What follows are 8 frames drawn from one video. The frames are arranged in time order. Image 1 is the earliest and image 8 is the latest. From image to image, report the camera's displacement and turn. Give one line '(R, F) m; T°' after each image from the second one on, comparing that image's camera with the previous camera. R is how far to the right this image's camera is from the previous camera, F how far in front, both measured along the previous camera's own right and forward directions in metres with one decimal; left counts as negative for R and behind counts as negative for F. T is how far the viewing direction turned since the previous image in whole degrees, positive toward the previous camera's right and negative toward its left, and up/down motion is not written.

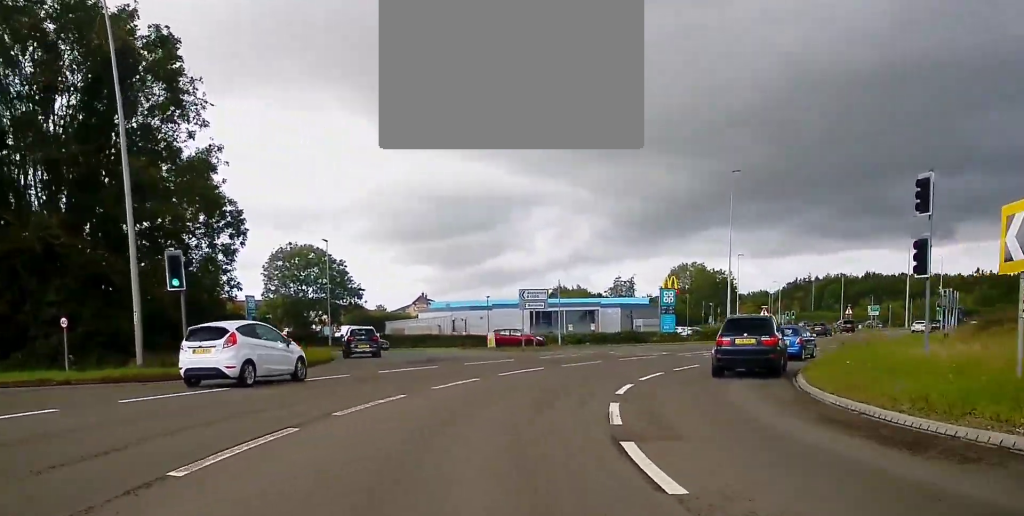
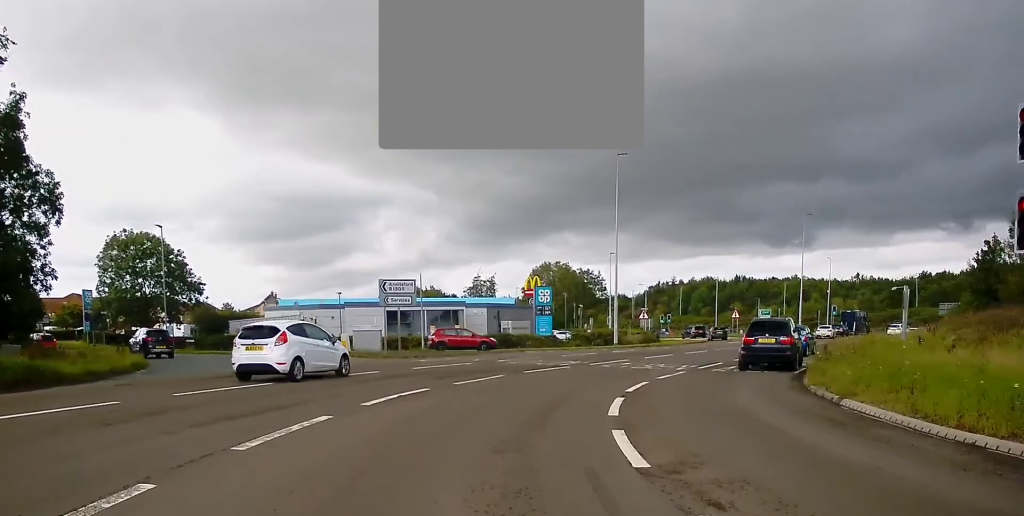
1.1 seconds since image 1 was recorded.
(+0.8, +8.7) m; +9°
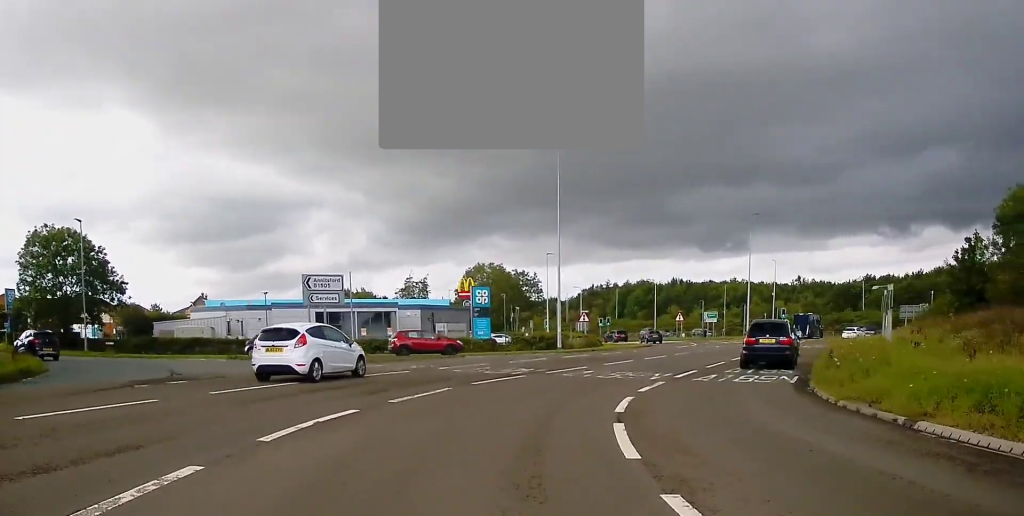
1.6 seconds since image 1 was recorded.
(+0.1, +4.0) m; +4°
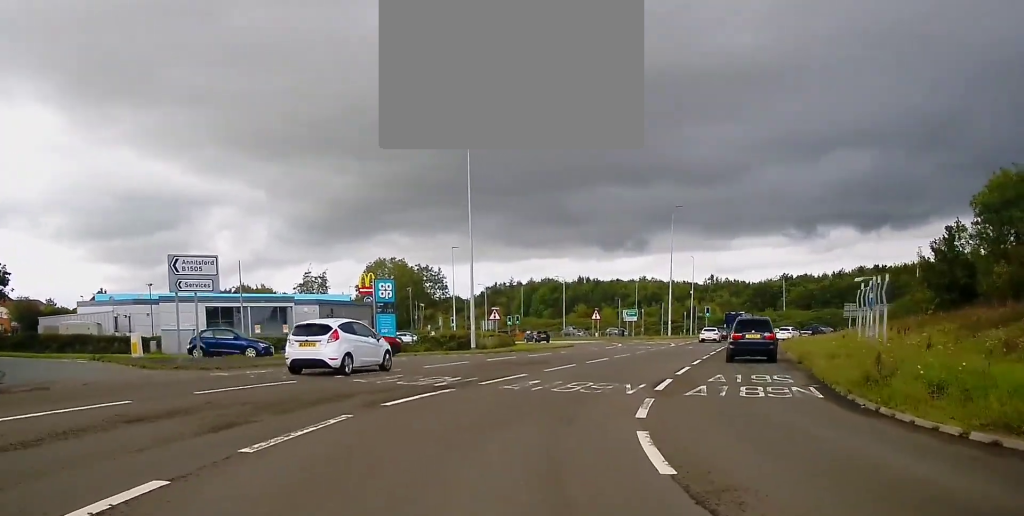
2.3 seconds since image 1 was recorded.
(+0.2, +6.1) m; +5°
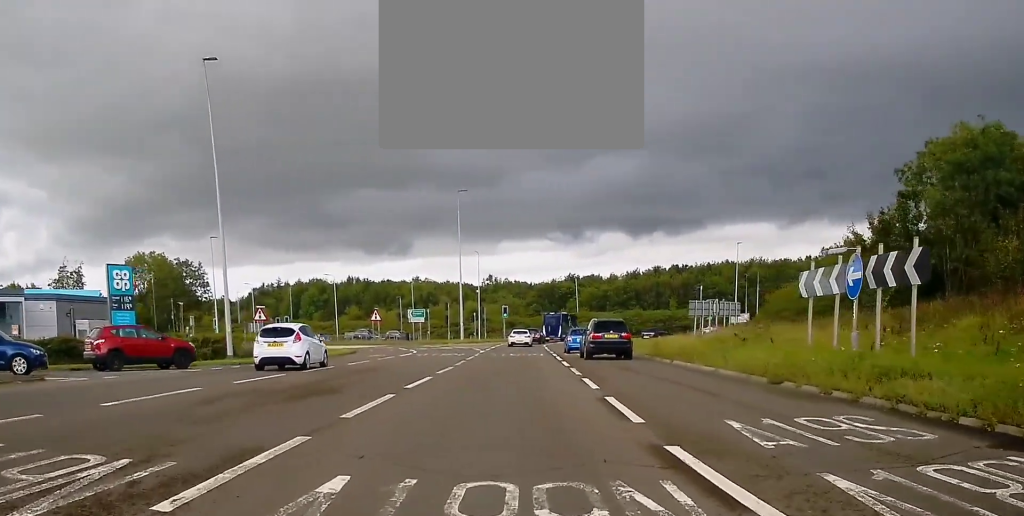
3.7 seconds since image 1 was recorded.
(+1.8, +12.7) m; +16°
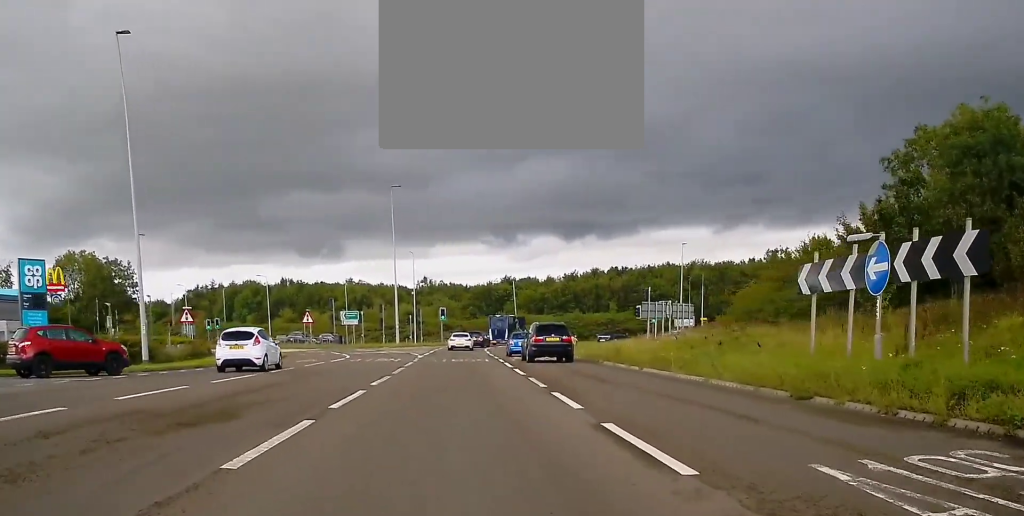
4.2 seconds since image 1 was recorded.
(+0.3, +4.0) m; +4°
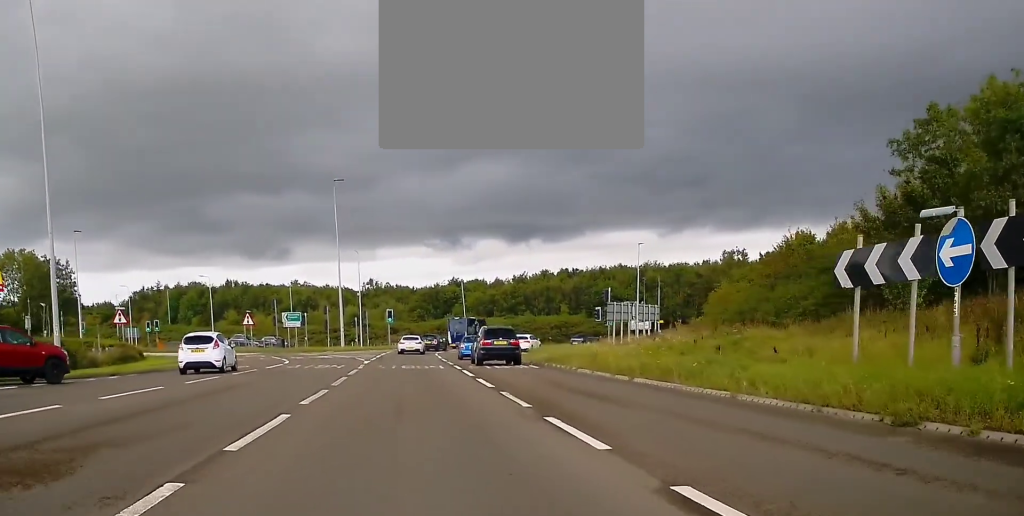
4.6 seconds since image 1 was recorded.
(+0.2, +4.4) m; +4°
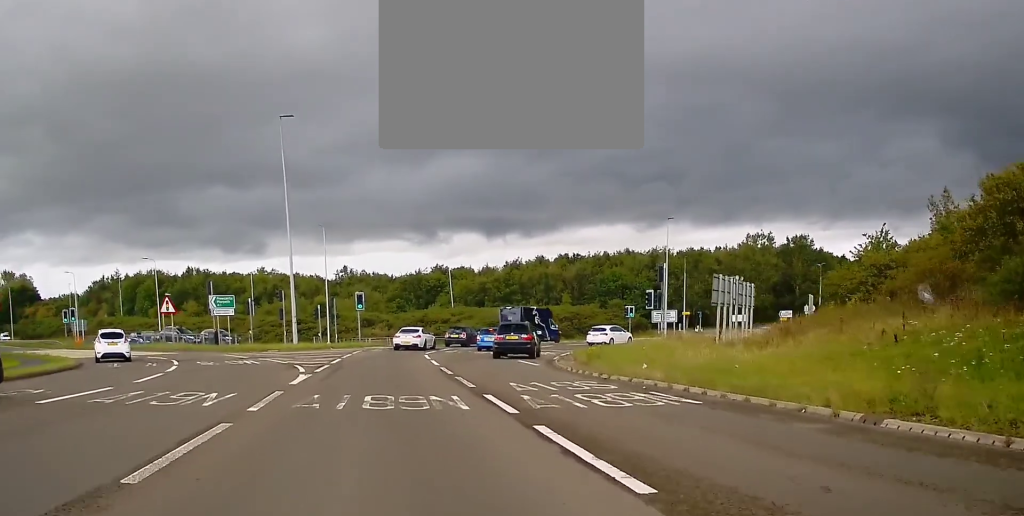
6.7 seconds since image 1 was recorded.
(+1.9, +19.5) m; +6°
